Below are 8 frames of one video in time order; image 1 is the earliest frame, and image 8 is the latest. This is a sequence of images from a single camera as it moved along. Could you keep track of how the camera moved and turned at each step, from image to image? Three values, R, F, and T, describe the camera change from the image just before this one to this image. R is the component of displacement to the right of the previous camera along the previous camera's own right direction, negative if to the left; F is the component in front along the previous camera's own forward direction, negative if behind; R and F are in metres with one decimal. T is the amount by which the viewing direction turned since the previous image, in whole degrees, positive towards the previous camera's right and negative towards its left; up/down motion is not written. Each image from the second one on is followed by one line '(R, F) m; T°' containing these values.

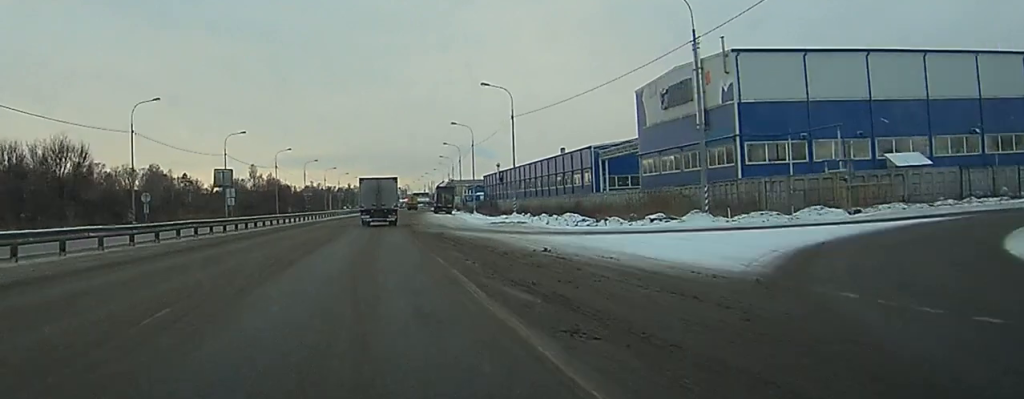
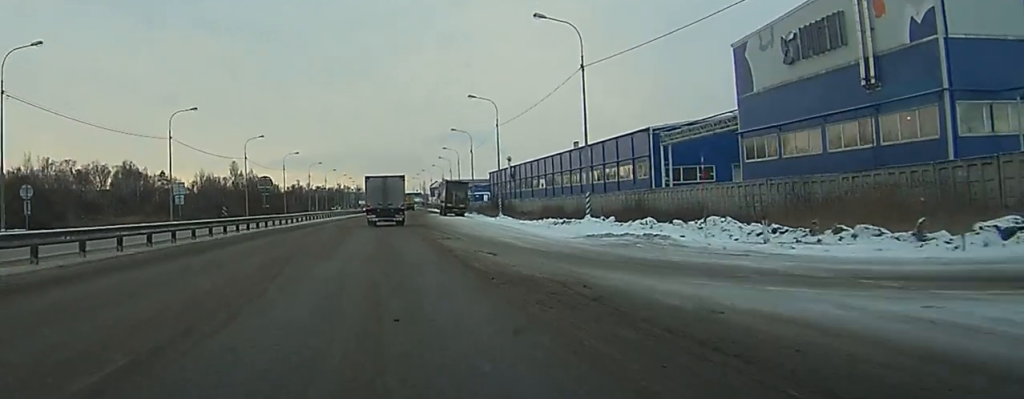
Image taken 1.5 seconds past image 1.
(+0.4, +27.4) m; +2°
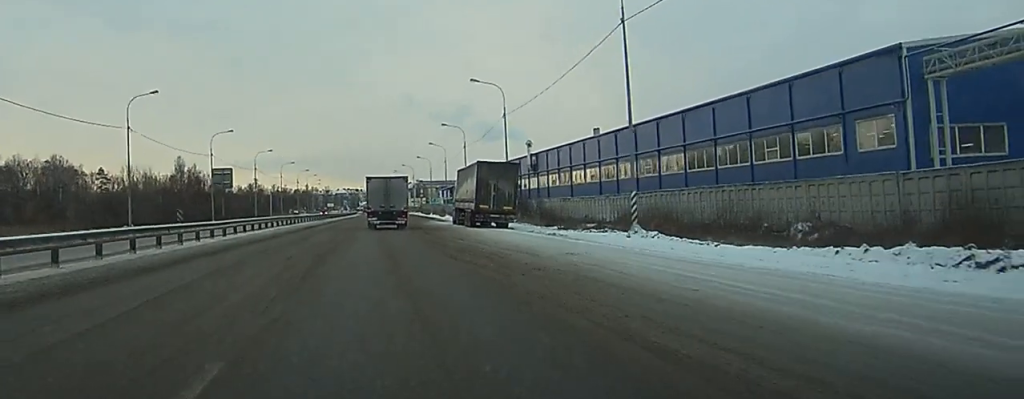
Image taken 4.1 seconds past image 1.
(+0.4, +48.3) m; +1°
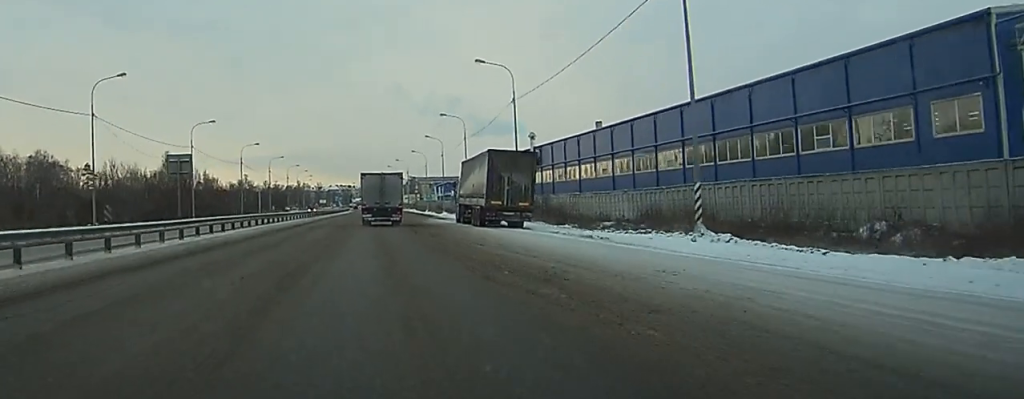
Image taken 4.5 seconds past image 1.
(0.0, +7.8) m; 0°
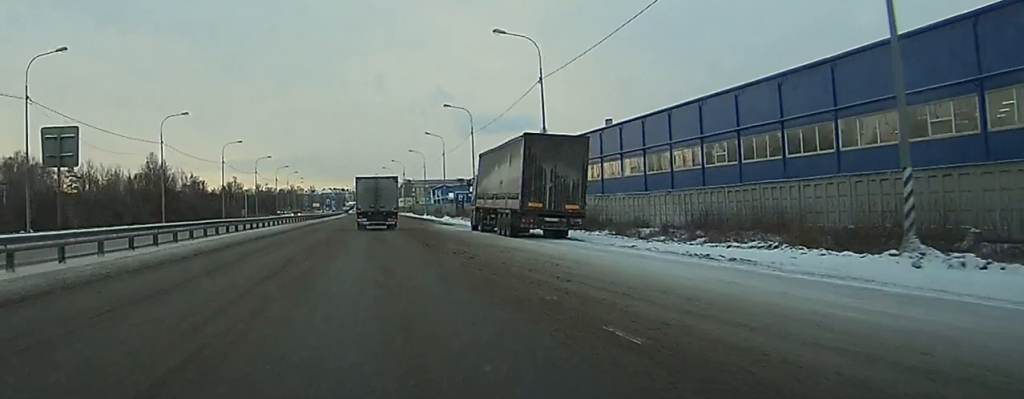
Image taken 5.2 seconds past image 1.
(+0.1, +11.9) m; +1°
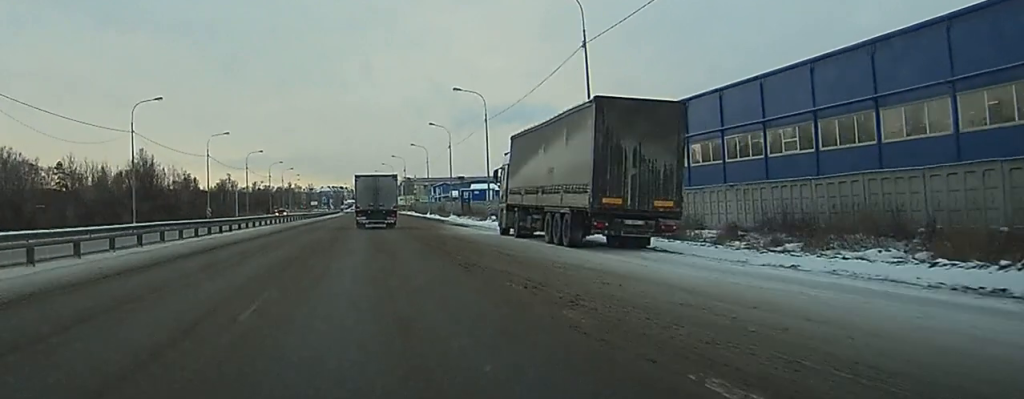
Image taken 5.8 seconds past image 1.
(0.0, +10.7) m; +1°
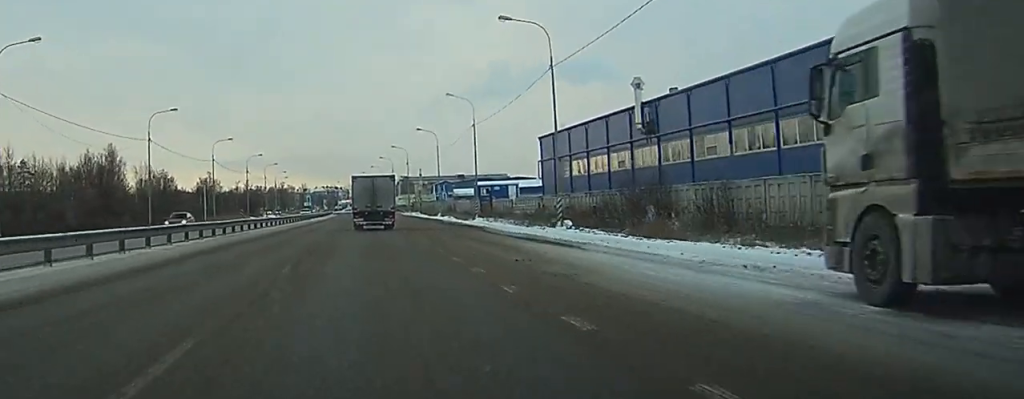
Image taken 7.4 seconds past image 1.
(+0.3, +28.2) m; +1°
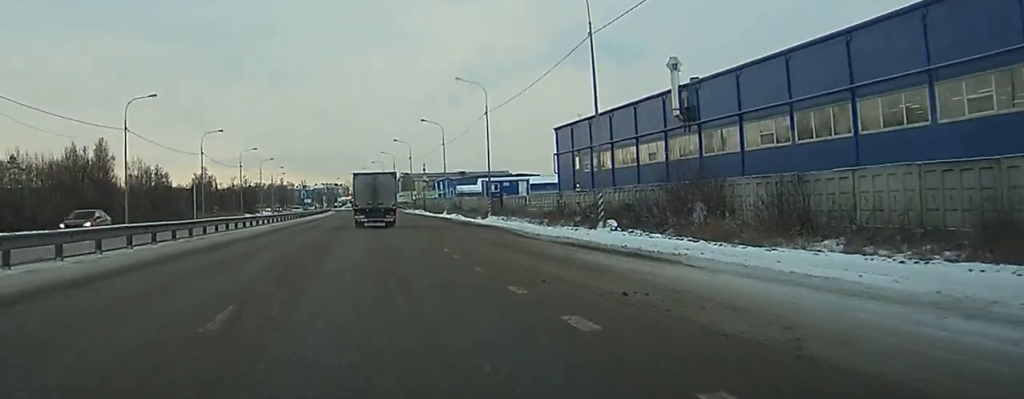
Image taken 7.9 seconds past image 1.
(0.0, +8.2) m; 0°
